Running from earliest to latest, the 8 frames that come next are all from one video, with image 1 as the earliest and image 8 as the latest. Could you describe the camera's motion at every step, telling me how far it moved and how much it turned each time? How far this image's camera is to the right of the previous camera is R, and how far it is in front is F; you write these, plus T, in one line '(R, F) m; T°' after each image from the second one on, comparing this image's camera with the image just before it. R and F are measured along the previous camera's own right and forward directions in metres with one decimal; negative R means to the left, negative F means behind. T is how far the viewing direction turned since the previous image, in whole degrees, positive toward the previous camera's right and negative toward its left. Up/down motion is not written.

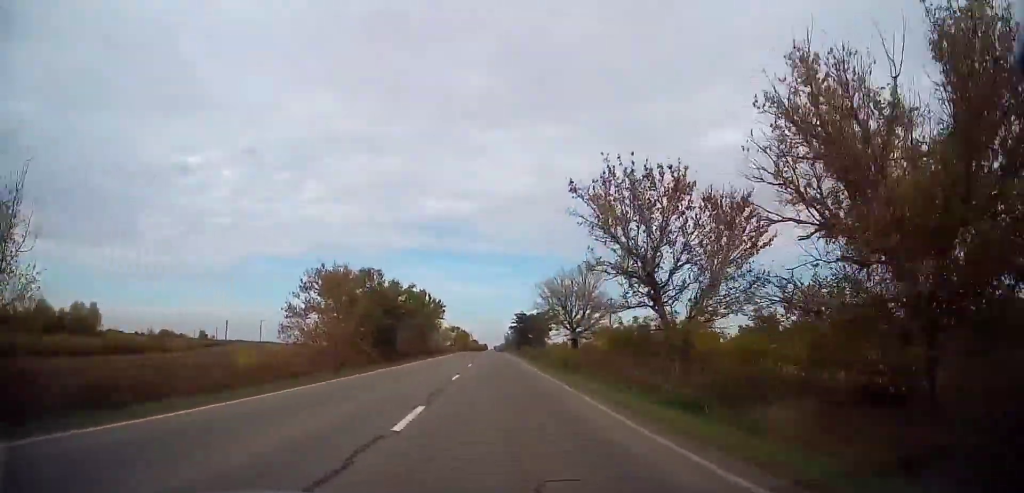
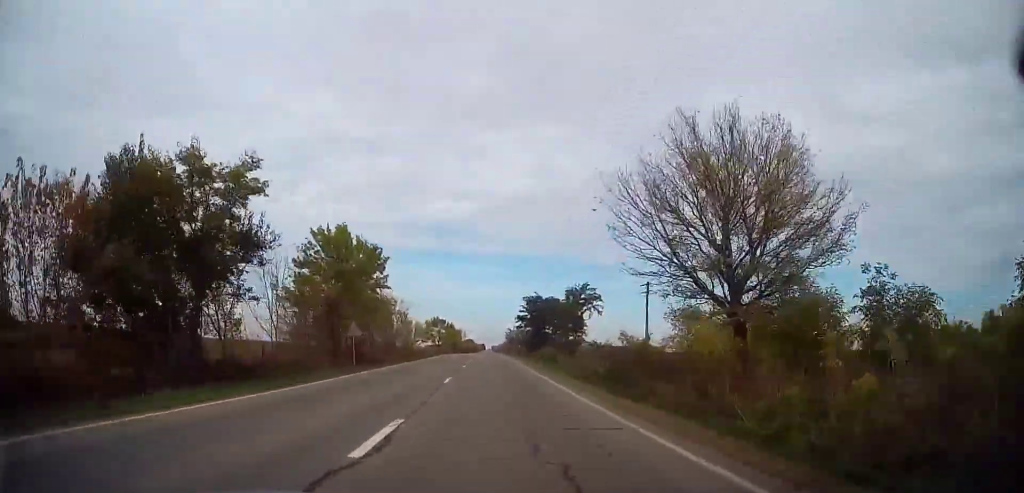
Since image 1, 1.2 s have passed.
(-0.3, +36.1) m; 0°
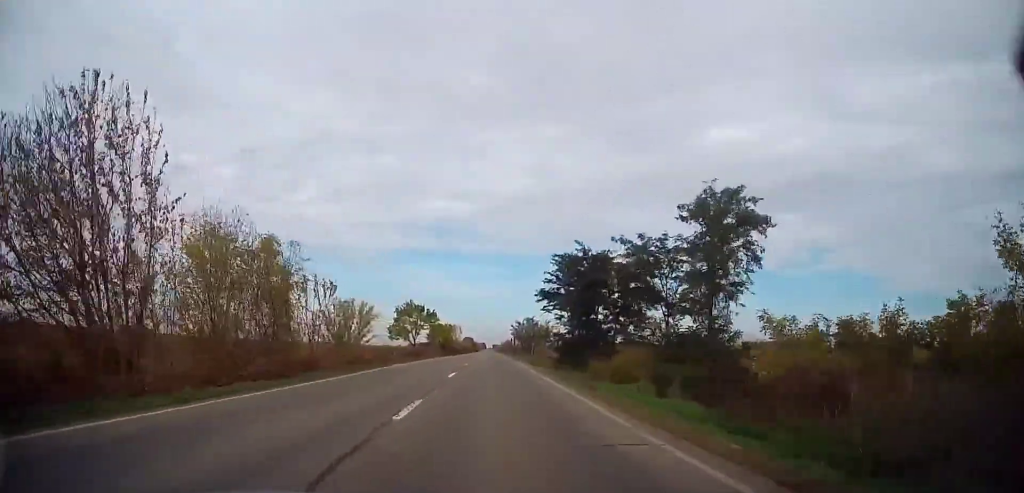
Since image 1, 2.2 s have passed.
(+0.1, +31.8) m; 0°
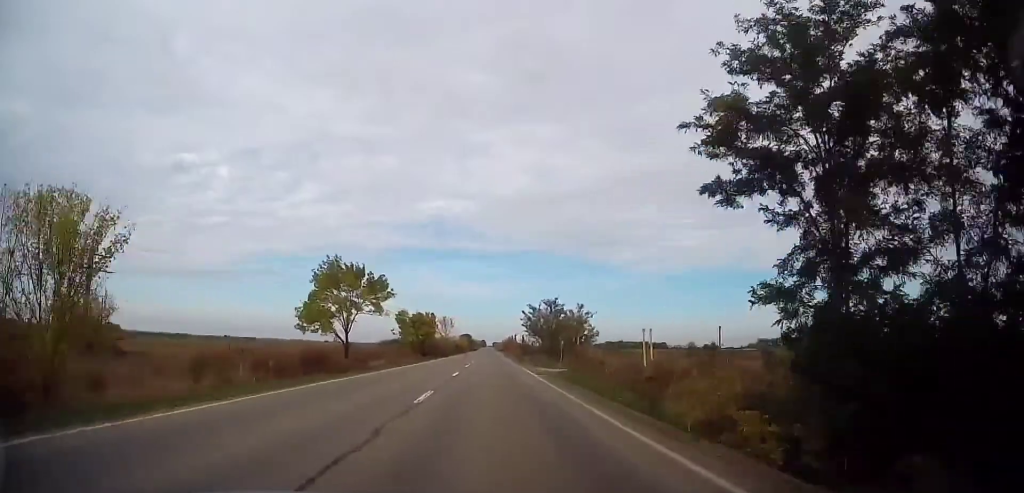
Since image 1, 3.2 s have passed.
(-0.1, +31.3) m; 0°
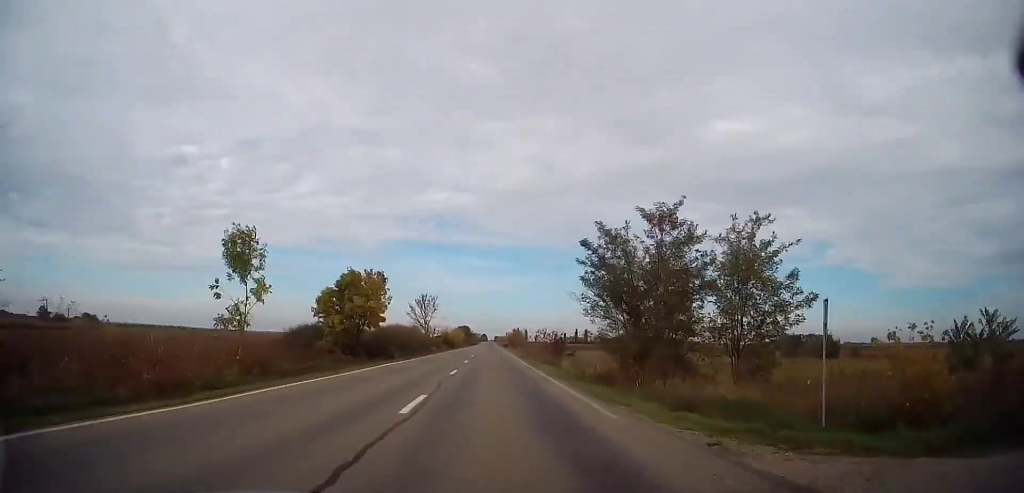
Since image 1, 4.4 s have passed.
(-0.1, +36.5) m; 0°
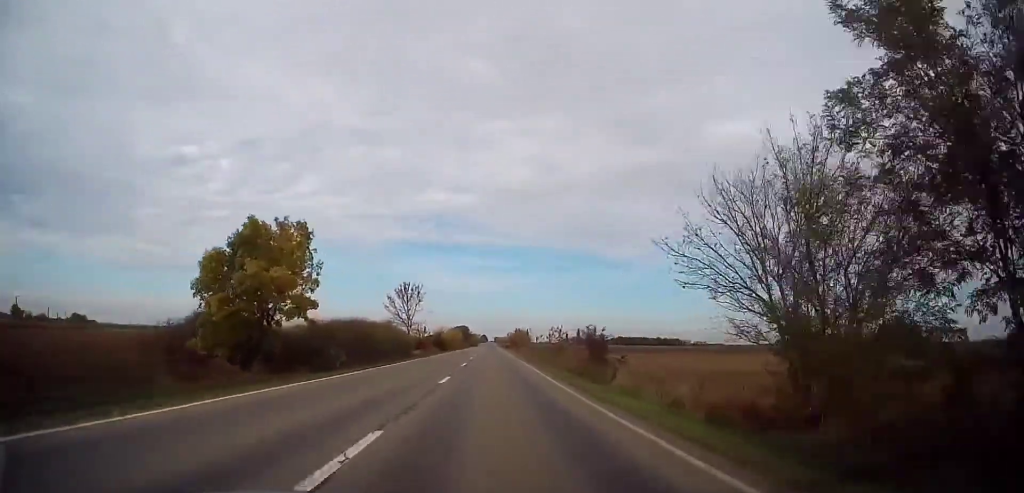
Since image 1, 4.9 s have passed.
(-0.1, +15.9) m; 0°
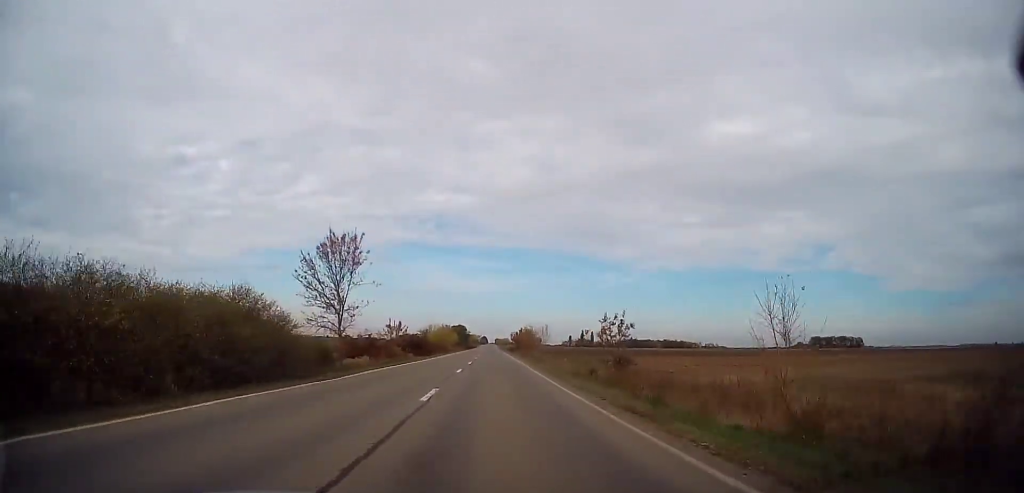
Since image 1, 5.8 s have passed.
(+0.1, +27.1) m; +1°
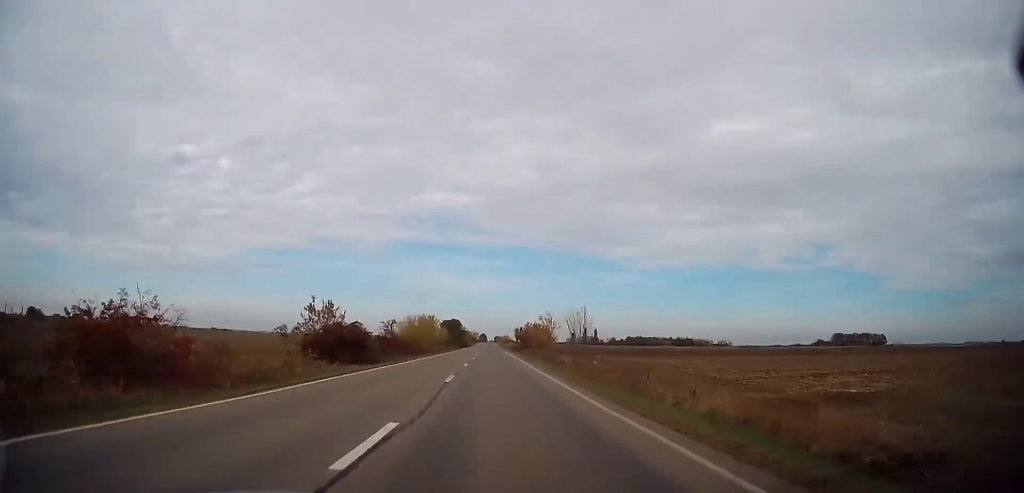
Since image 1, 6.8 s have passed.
(+0.3, +29.5) m; -1°
